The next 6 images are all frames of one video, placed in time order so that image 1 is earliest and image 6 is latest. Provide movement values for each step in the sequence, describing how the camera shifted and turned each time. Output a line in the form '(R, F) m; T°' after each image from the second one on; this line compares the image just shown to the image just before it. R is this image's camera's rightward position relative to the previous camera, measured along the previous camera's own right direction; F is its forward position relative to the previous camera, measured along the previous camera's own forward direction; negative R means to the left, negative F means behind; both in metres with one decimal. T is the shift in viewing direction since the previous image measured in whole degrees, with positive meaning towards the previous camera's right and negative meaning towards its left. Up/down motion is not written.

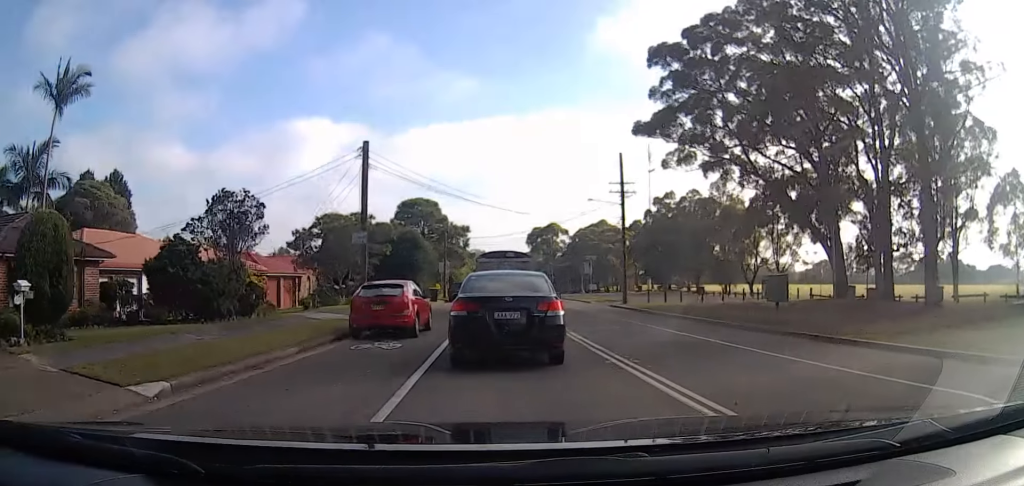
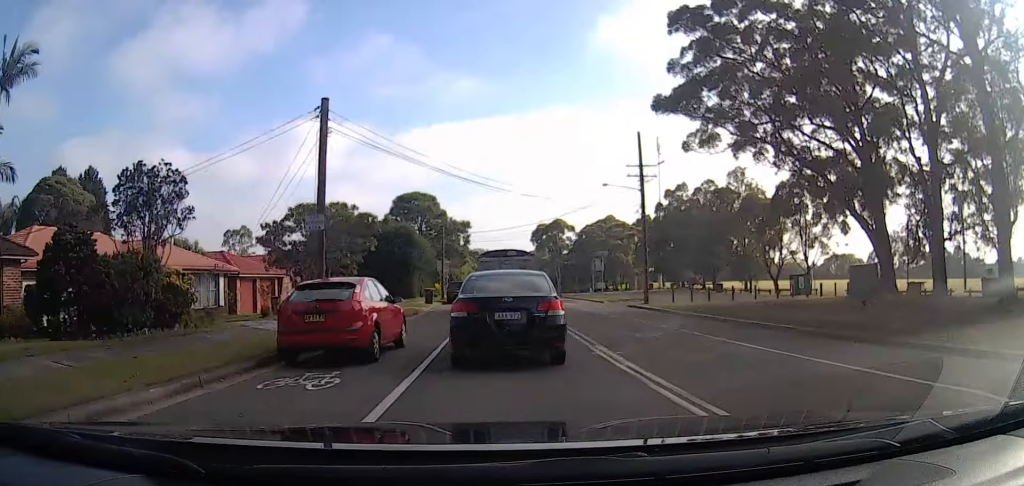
(+0.1, +5.6) m; +2°
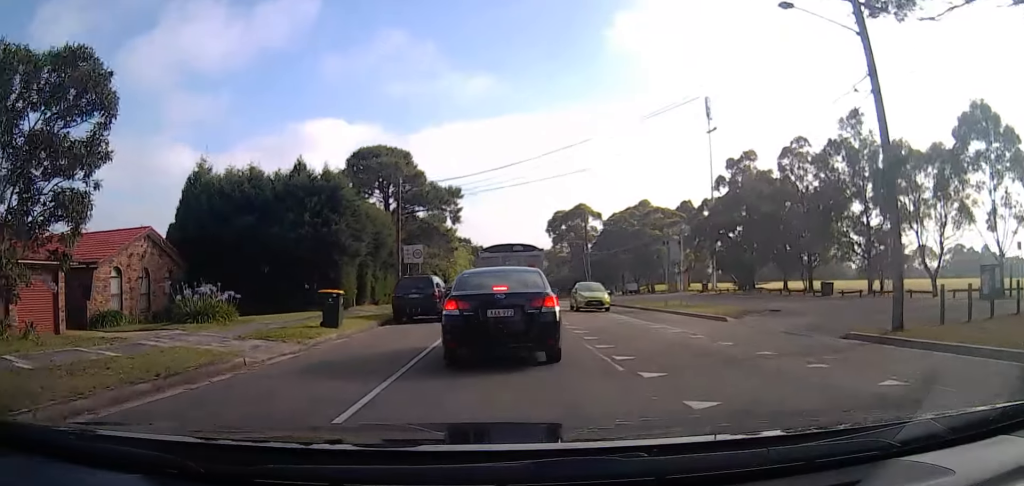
(+0.2, +23.2) m; 0°
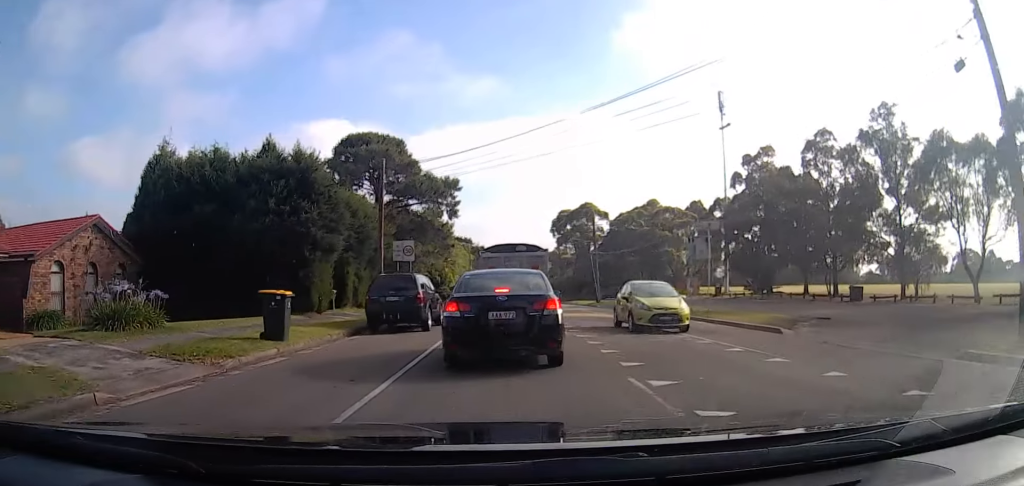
(0.0, +4.1) m; 0°
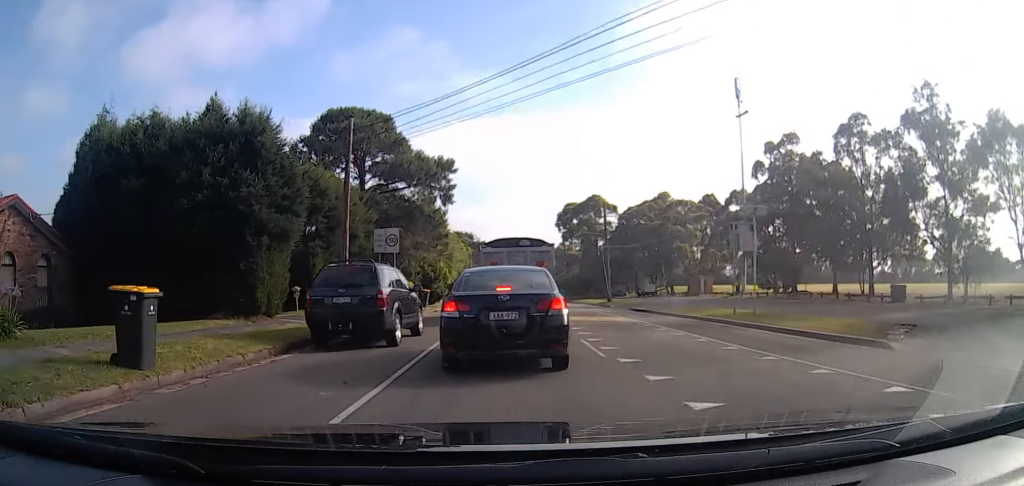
(+0.1, +5.1) m; +1°
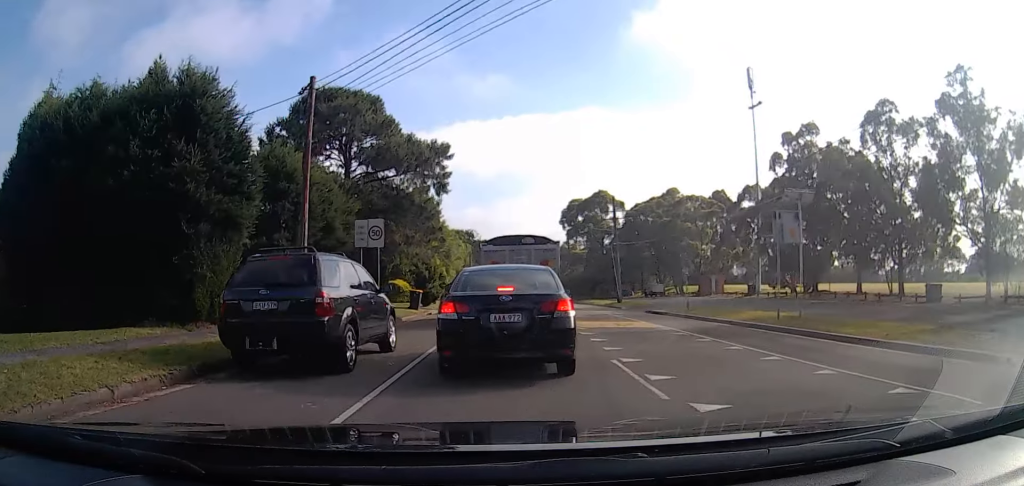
(0.0, +3.7) m; 0°
